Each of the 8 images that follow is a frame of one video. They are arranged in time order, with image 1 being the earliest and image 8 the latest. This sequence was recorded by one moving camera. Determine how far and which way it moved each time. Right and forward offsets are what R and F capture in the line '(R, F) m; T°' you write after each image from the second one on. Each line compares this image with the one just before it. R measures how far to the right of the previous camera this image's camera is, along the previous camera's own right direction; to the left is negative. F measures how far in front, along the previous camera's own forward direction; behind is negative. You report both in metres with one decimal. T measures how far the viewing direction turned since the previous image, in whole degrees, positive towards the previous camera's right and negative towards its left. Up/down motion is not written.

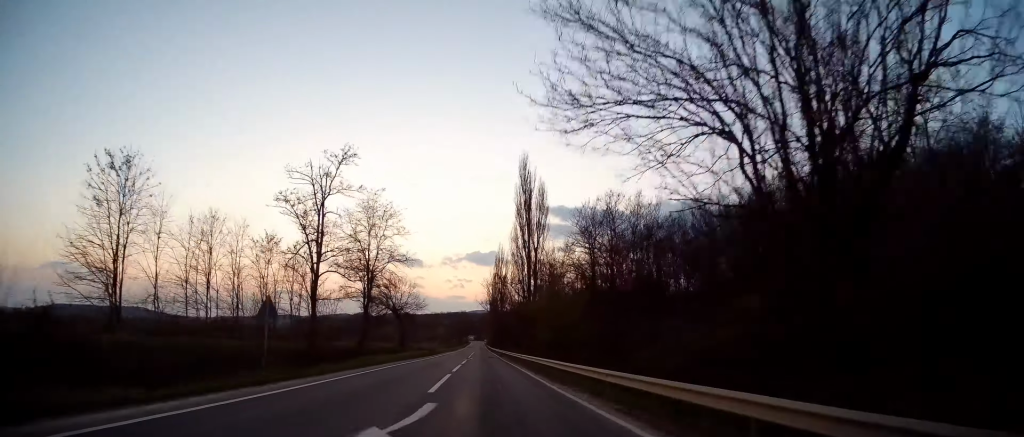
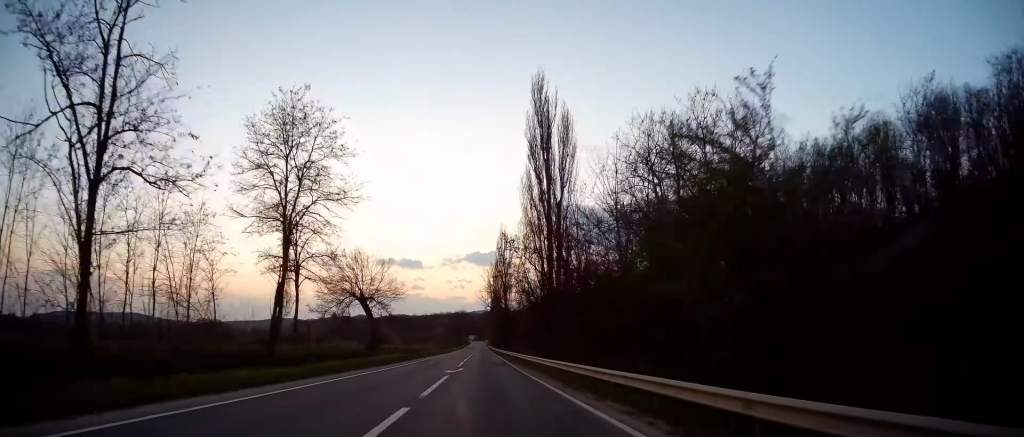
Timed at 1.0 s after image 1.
(-0.3, +23.8) m; 0°
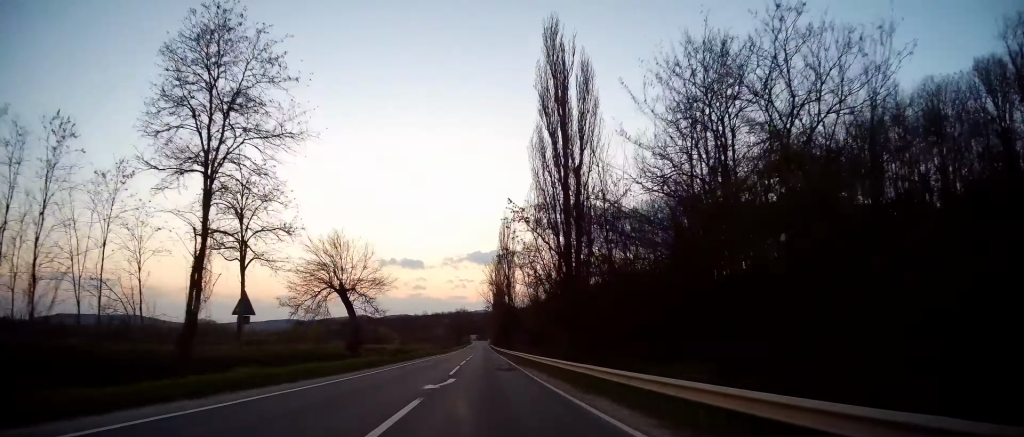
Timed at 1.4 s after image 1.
(+0.1, +10.1) m; 0°
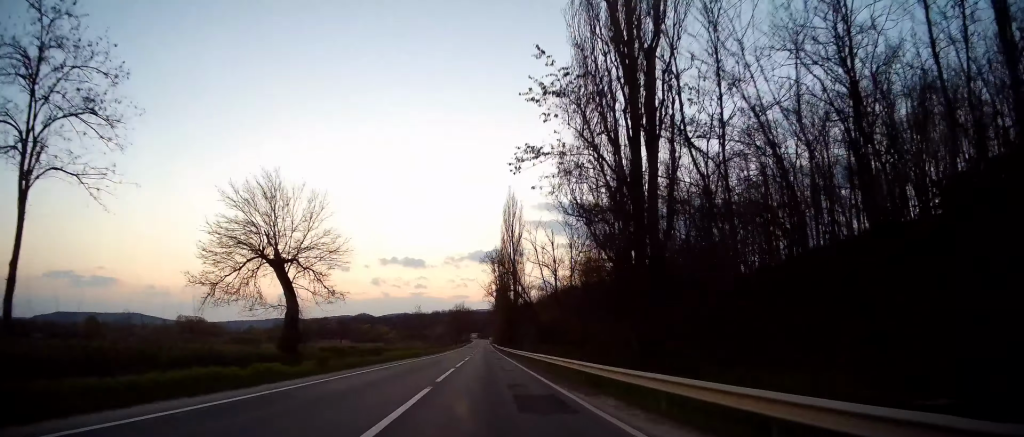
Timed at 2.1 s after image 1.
(+0.4, +17.8) m; 0°
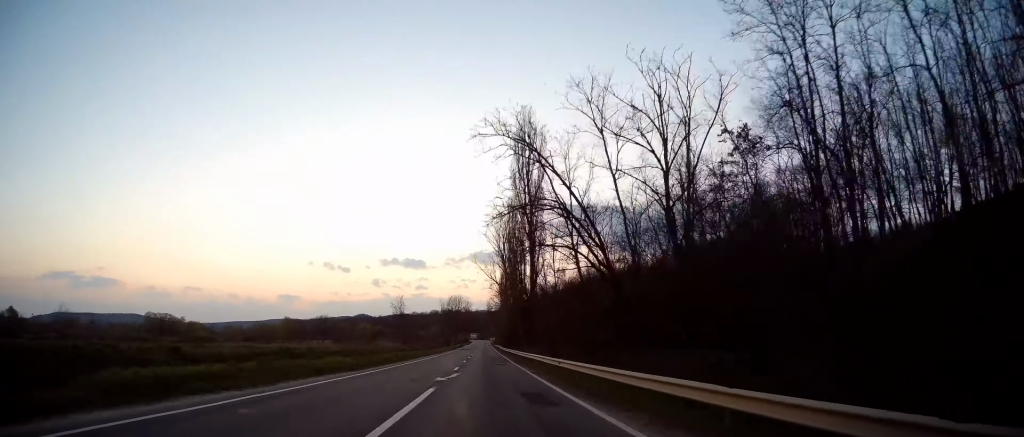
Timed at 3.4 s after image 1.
(-0.8, +34.1) m; -1°
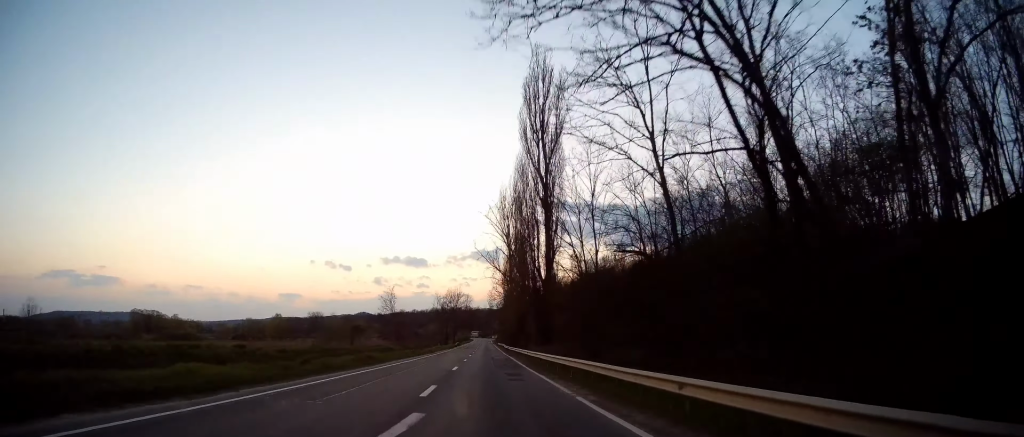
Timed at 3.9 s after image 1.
(0.0, +14.3) m; 0°
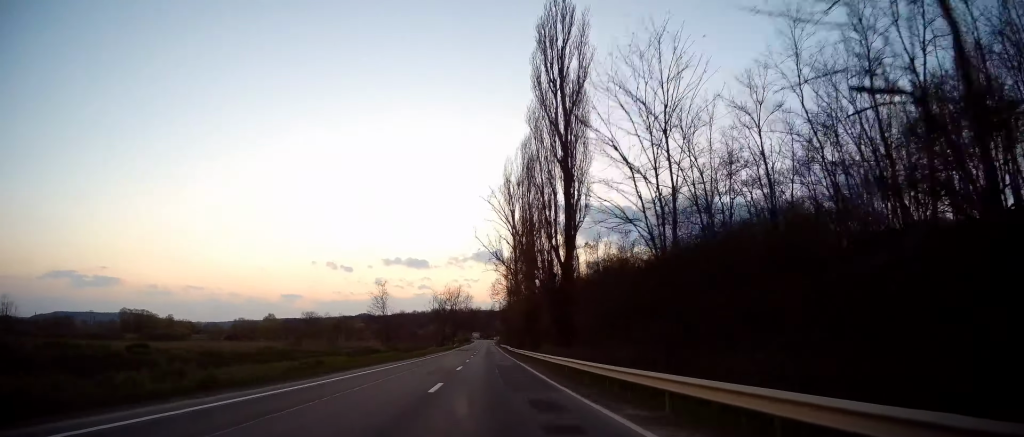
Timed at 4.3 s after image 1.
(0.0, +10.8) m; 0°
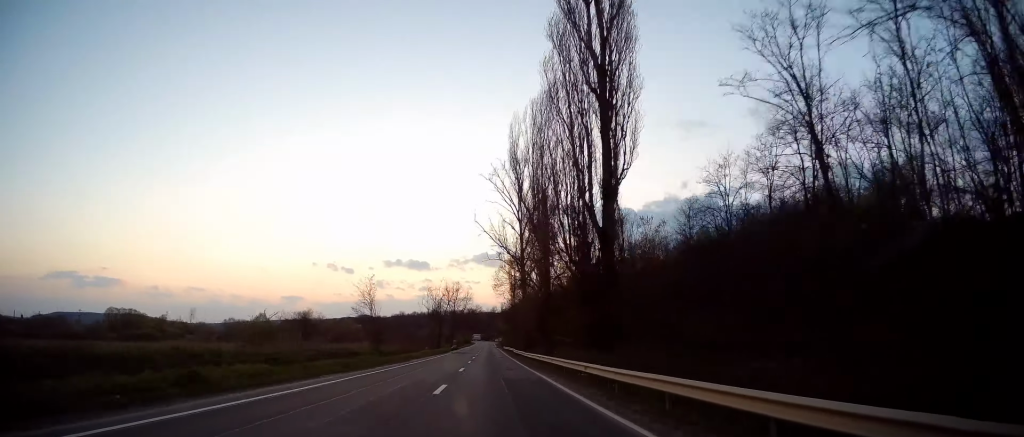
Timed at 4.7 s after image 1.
(+0.1, +11.8) m; 0°
